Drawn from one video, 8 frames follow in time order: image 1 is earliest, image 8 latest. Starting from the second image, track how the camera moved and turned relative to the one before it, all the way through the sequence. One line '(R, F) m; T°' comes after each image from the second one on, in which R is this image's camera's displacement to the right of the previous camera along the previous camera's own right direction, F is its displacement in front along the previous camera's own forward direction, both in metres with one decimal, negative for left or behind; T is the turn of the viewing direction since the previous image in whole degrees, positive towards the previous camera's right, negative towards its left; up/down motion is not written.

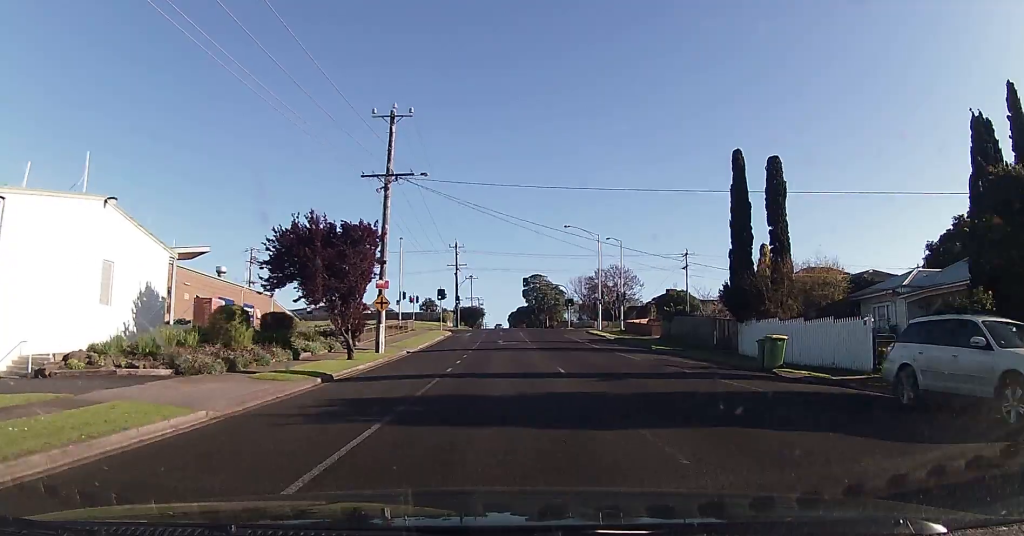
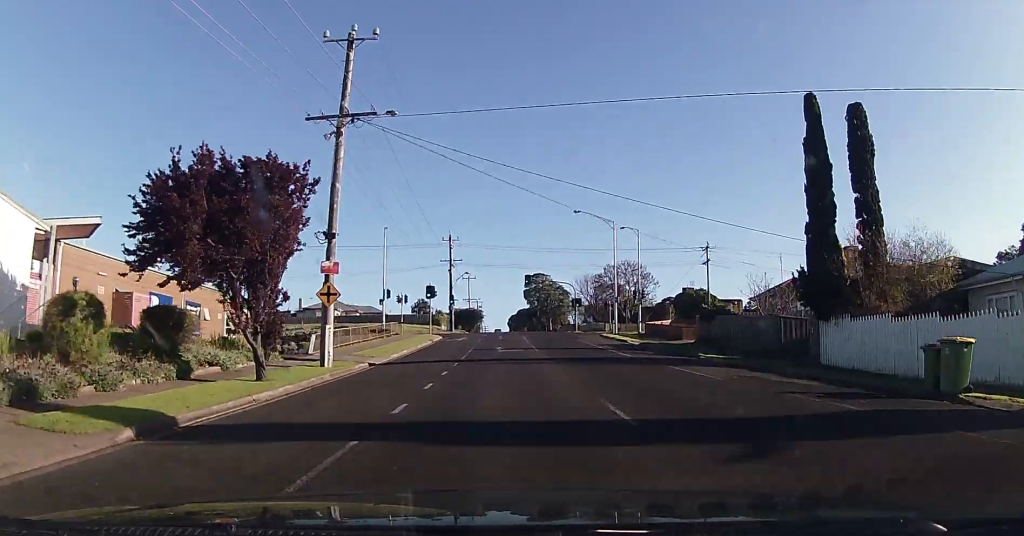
(+0.2, +9.6) m; 0°
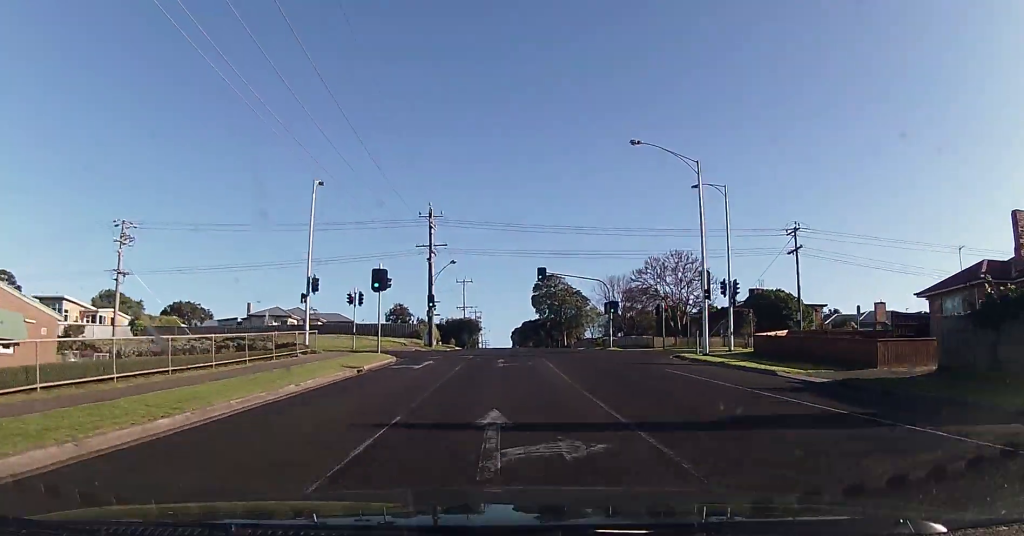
(-0.8, +24.4) m; -2°
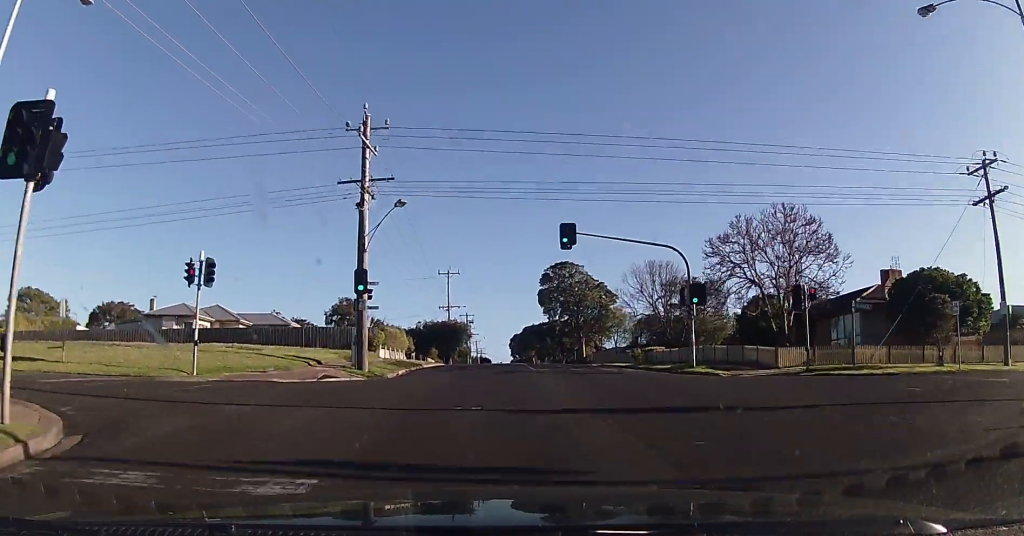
(+0.7, +25.7) m; +2°
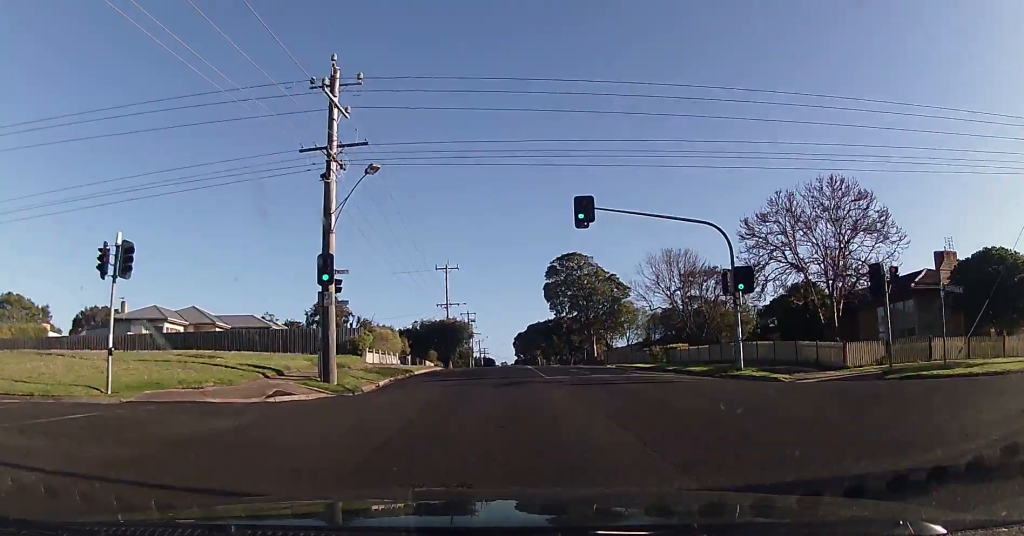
(-0.2, +6.1) m; 0°
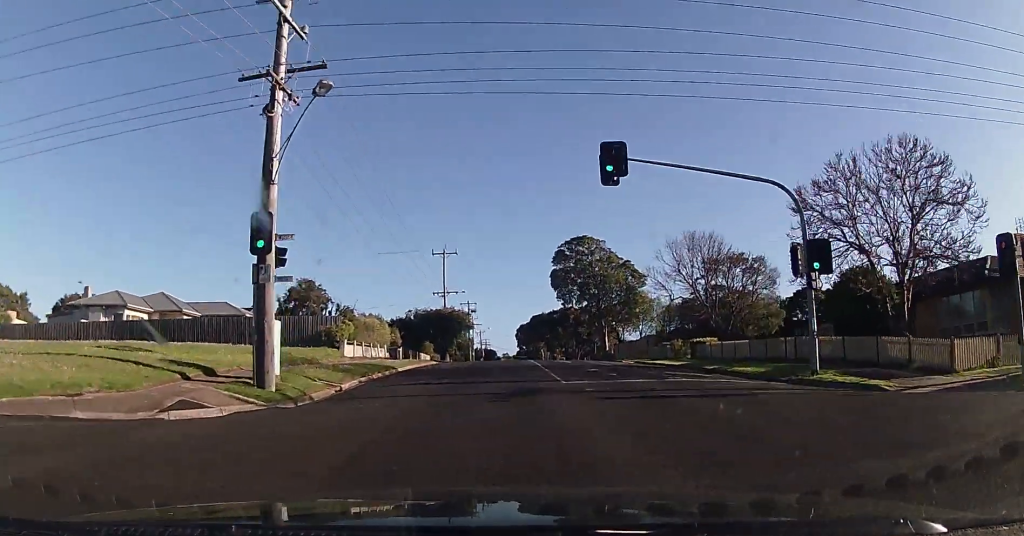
(0.0, +6.4) m; 0°
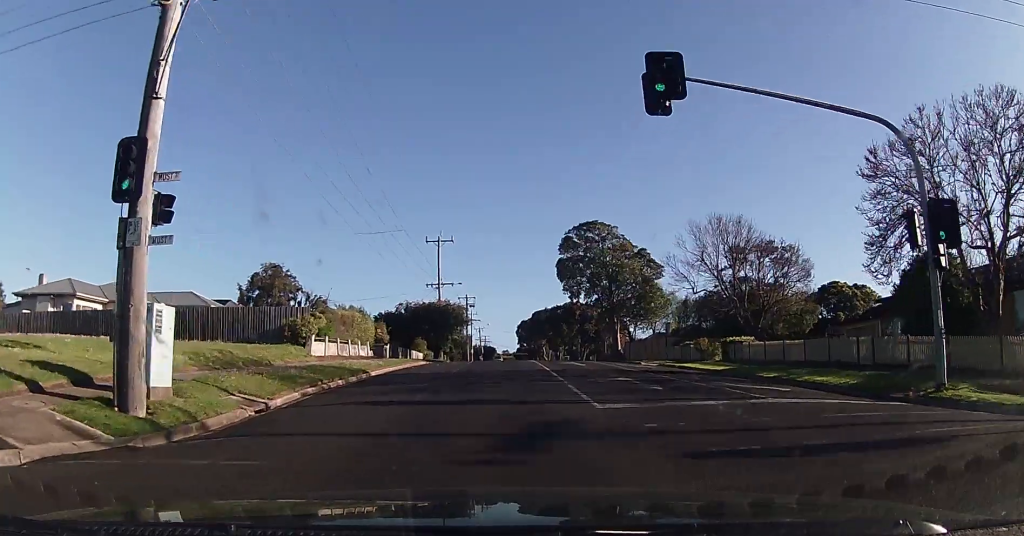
(+0.3, +6.4) m; -1°
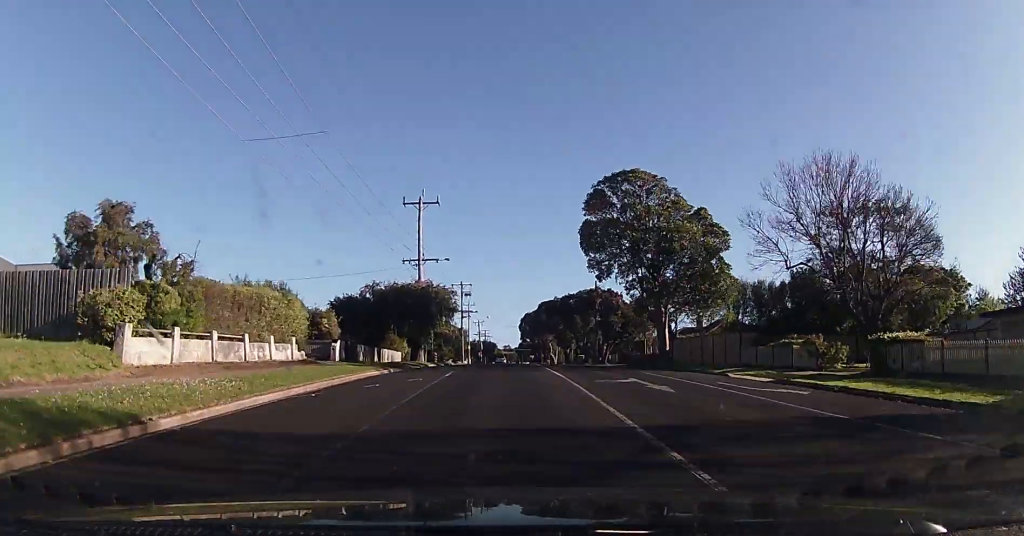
(-0.6, +15.6) m; -2°
